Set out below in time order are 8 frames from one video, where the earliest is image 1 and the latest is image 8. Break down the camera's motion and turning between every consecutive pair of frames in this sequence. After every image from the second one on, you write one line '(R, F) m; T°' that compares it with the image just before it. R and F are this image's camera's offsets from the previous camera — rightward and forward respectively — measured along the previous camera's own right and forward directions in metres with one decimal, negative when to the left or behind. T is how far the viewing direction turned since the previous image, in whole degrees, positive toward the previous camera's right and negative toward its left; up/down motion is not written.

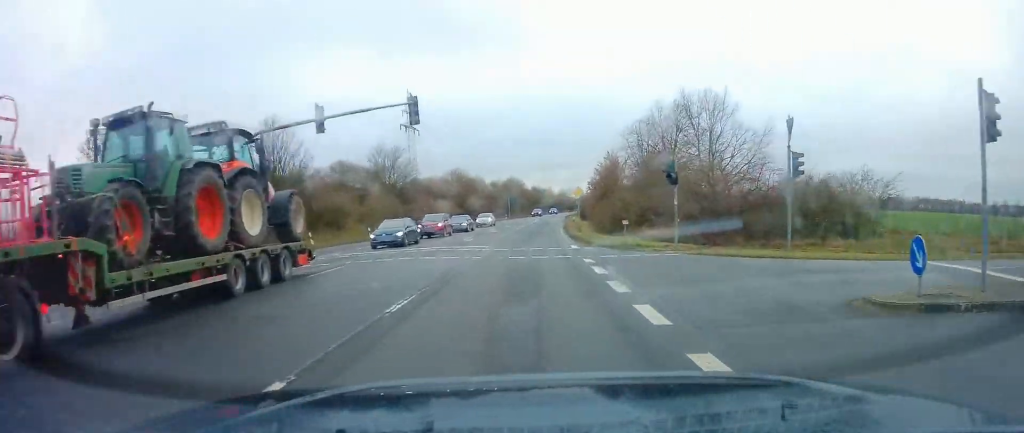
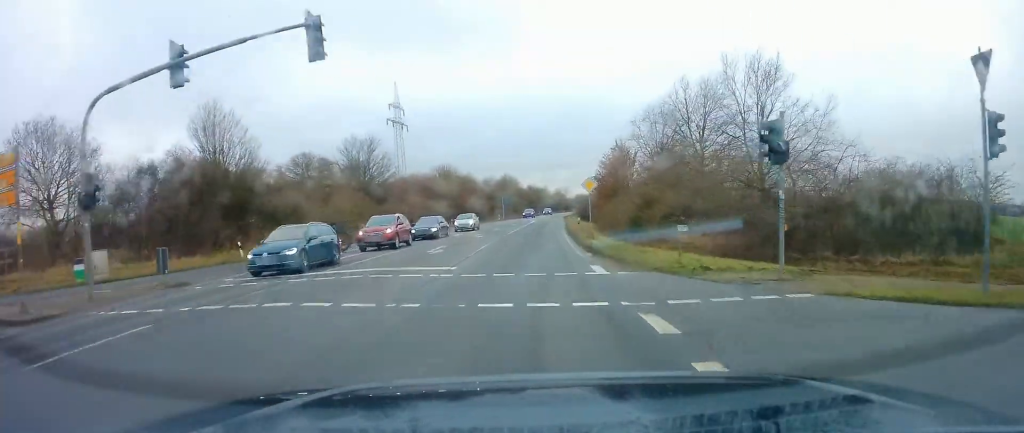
(-0.1, +9.3) m; 0°
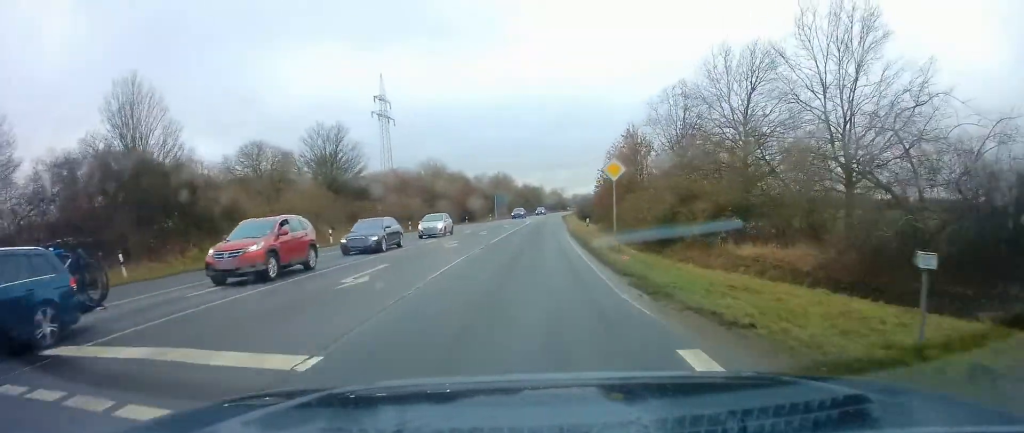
(0.0, +9.3) m; 0°
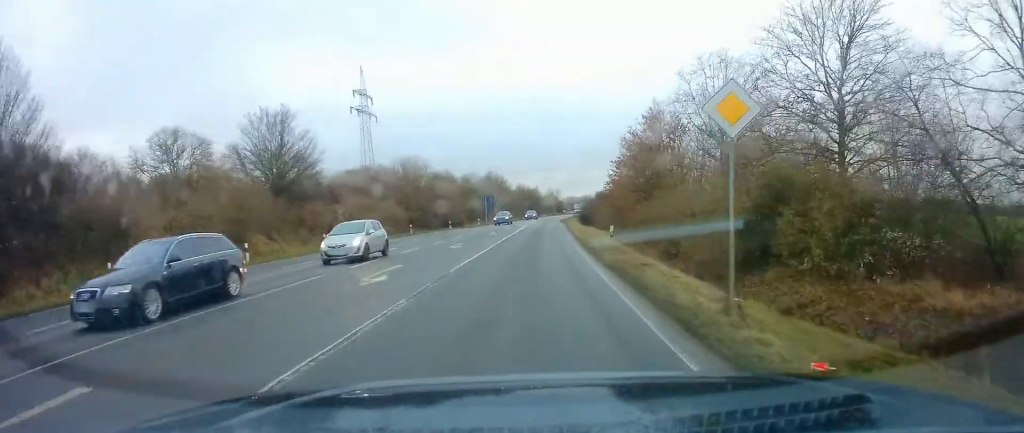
(0.0, +11.2) m; +1°
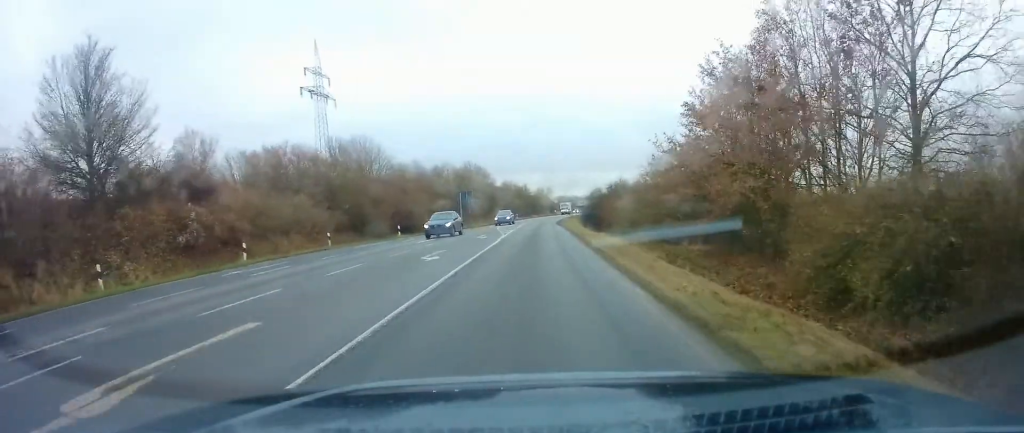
(+0.3, +20.6) m; +2°
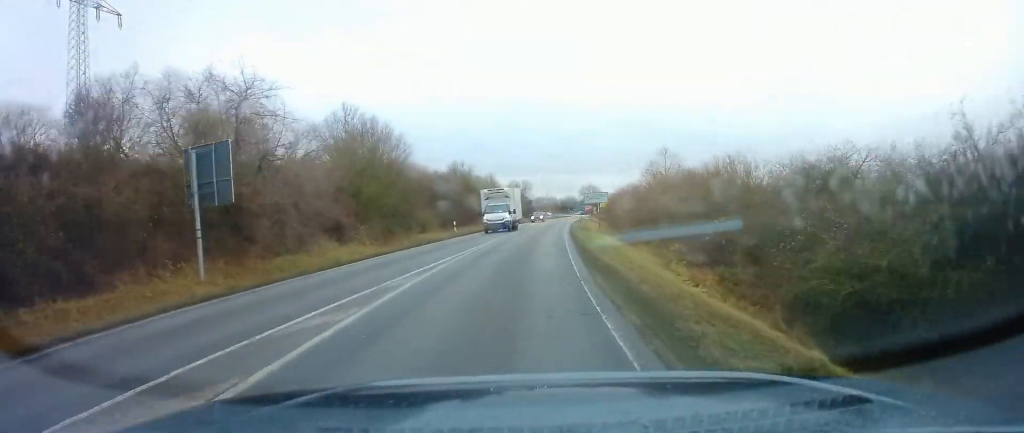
(+1.2, +57.9) m; +2°
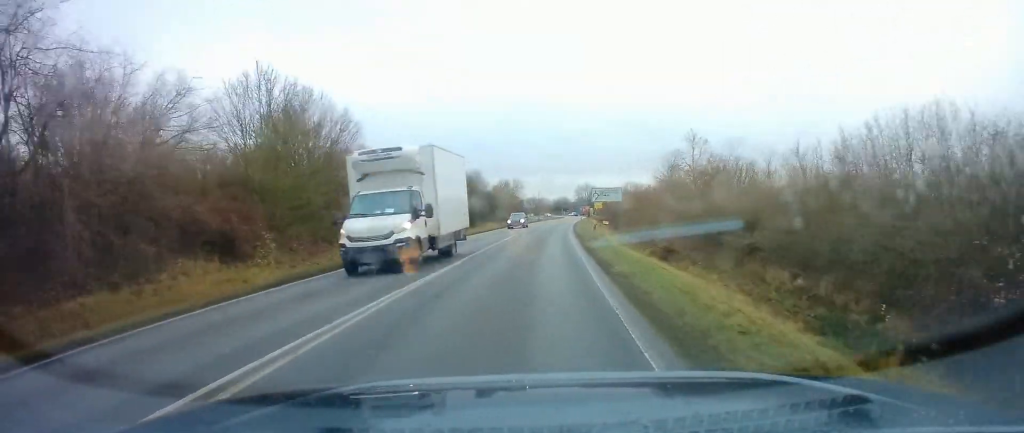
(+0.2, +13.7) m; +1°
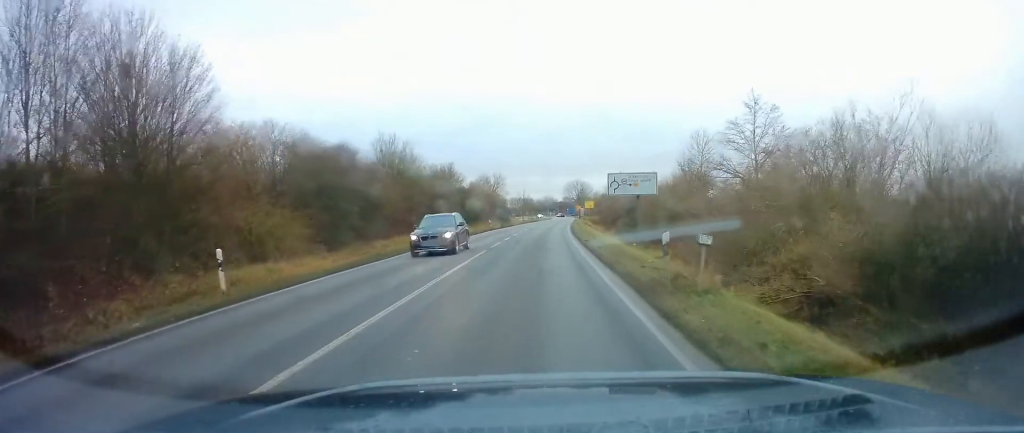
(+0.3, +17.2) m; +2°
